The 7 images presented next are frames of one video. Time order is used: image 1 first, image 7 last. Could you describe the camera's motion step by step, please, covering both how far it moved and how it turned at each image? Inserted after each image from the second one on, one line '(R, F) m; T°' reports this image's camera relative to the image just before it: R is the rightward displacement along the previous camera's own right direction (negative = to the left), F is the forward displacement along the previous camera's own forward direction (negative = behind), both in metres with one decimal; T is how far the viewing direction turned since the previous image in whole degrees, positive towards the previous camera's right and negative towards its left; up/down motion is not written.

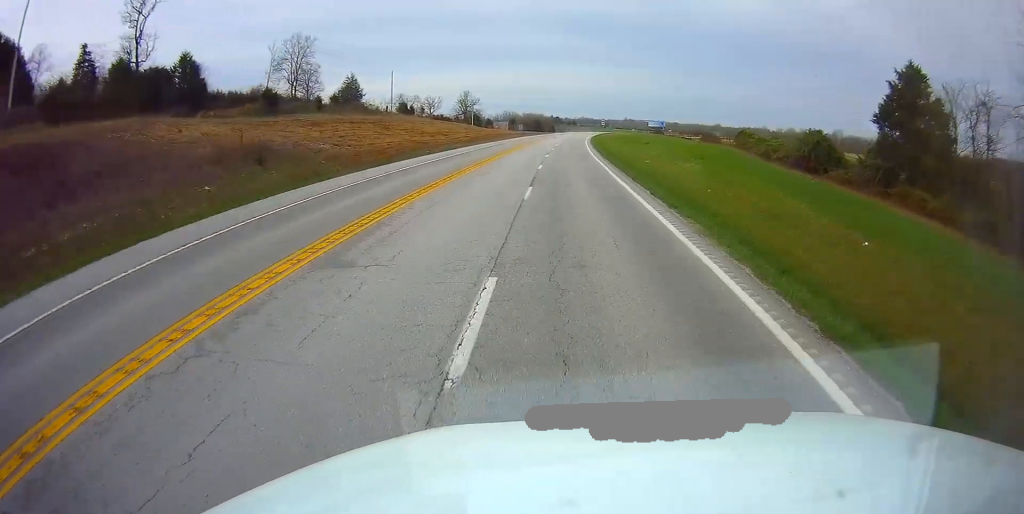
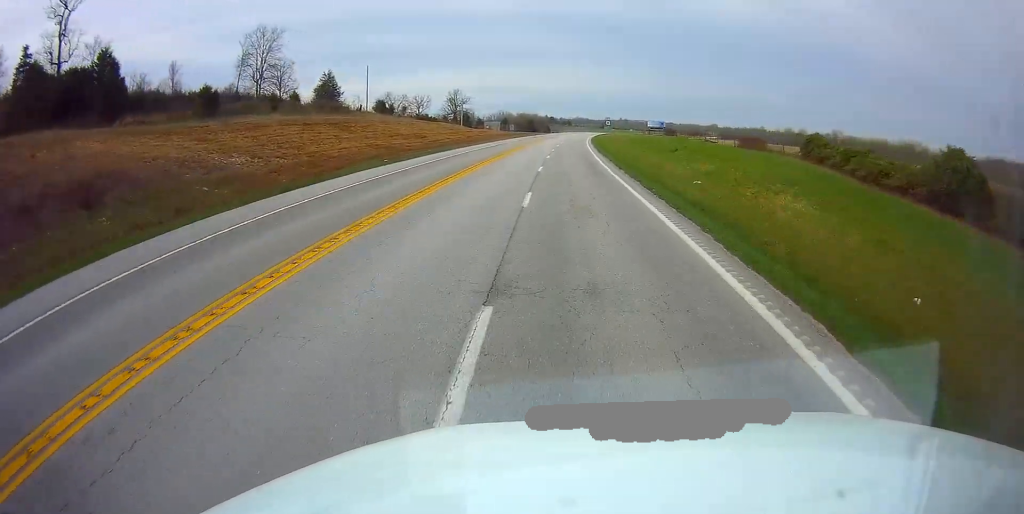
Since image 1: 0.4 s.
(+0.2, +13.5) m; +1°
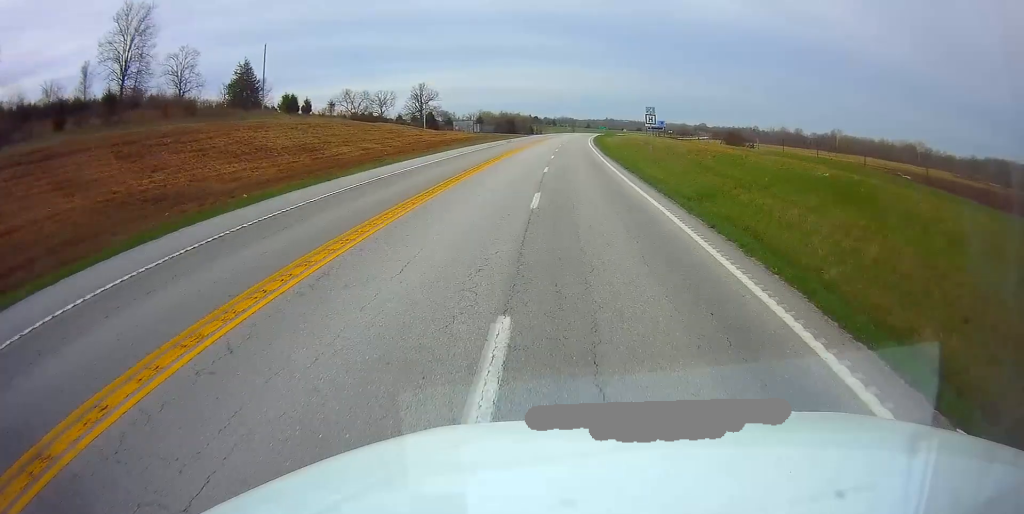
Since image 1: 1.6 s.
(+0.4, +36.3) m; +2°
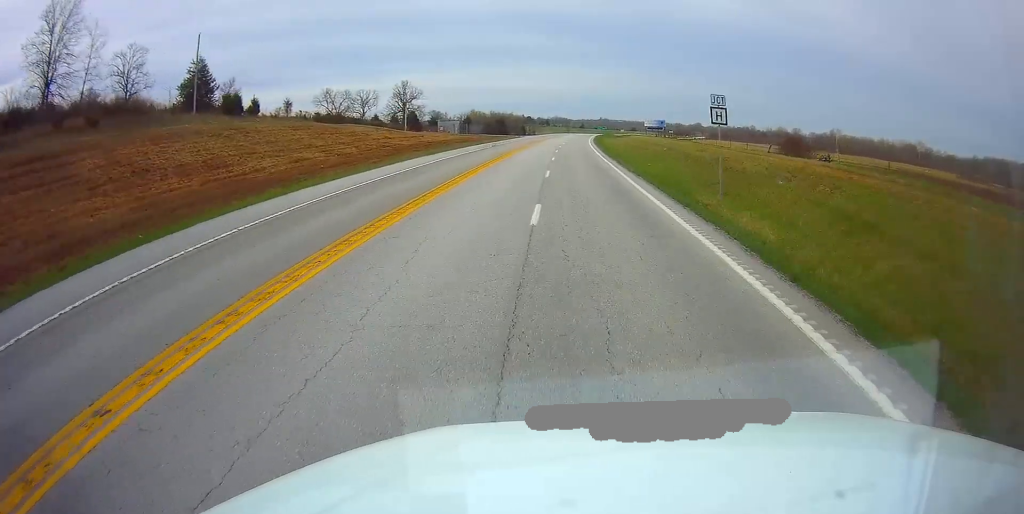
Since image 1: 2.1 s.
(0.0, +14.5) m; +1°
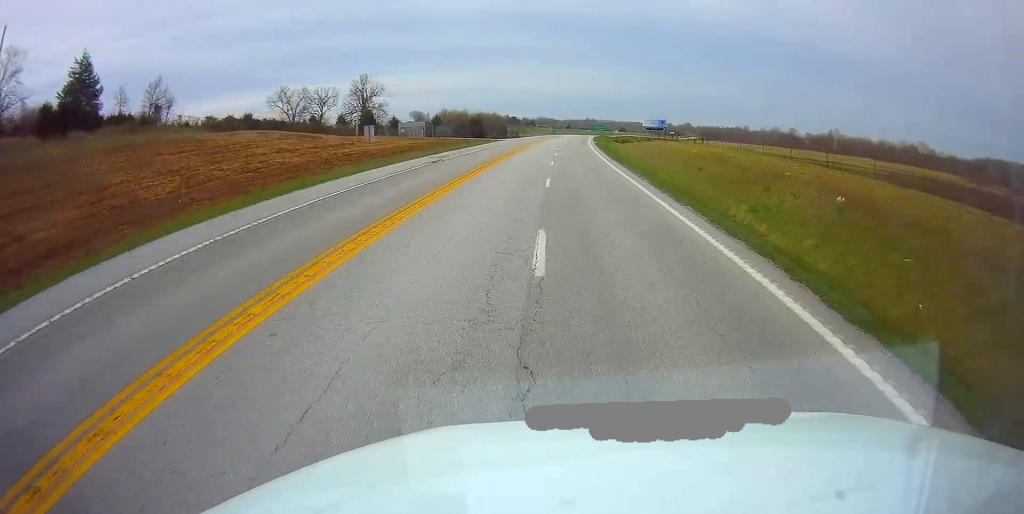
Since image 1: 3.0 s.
(+0.5, +28.0) m; +1°
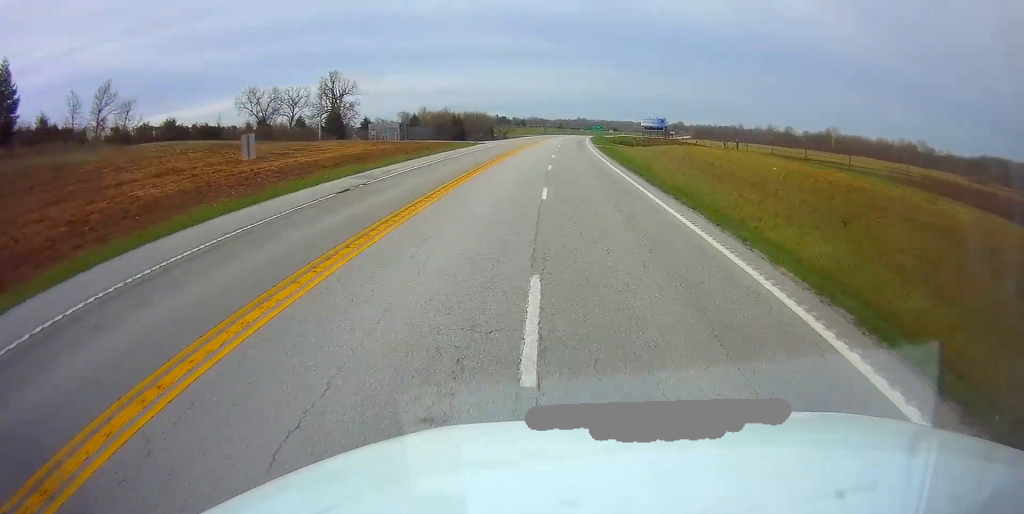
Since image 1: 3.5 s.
(0.0, +15.6) m; +1°
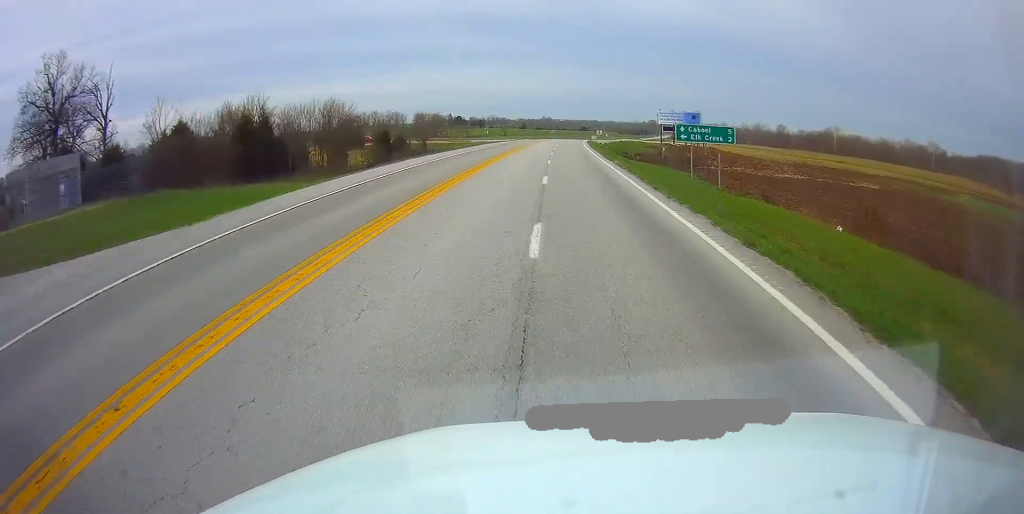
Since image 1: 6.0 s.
(+2.3, +80.1) m; +3°
